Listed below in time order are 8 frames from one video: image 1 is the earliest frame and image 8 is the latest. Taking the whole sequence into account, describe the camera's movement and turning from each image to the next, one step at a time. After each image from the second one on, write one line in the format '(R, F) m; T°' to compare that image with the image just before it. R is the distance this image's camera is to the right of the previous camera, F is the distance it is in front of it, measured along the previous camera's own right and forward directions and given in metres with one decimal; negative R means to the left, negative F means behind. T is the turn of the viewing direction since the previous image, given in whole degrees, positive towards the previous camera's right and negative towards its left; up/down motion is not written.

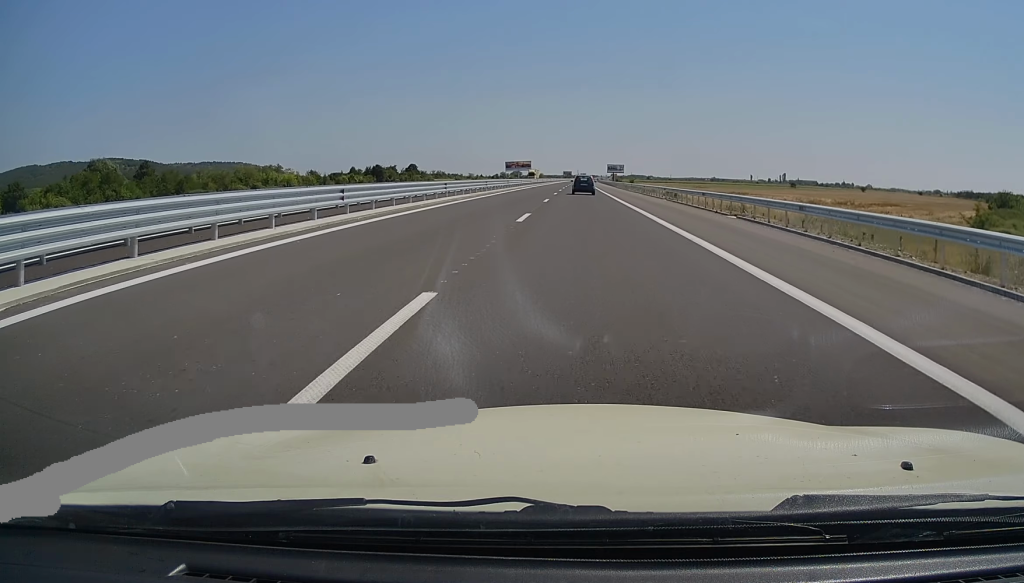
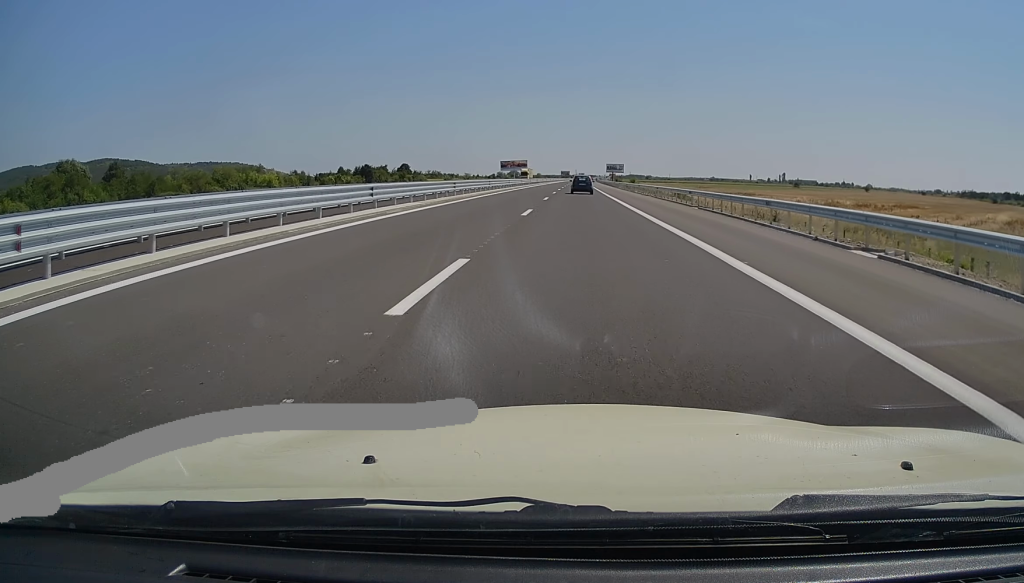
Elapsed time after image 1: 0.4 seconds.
(0.0, +12.6) m; 0°
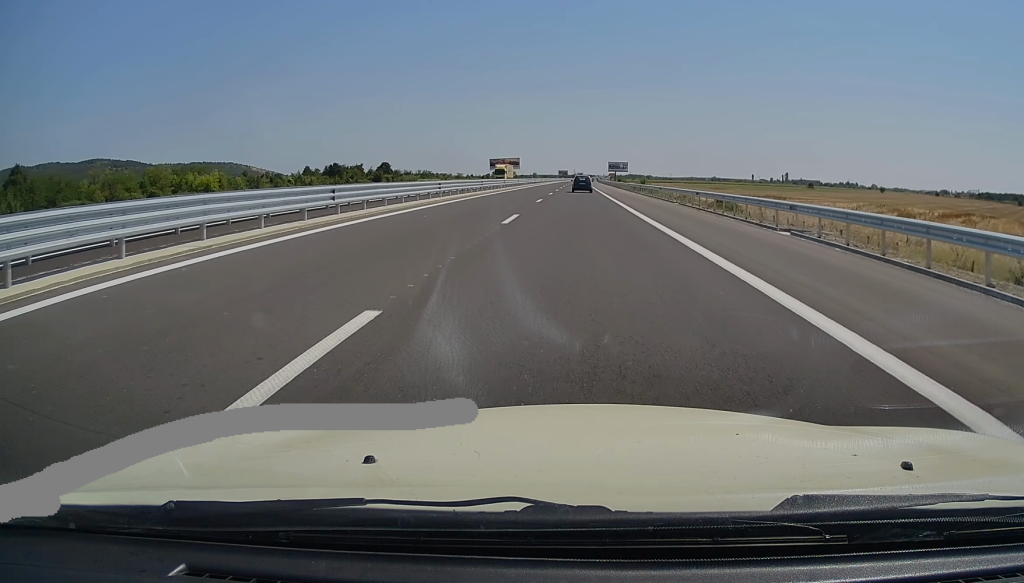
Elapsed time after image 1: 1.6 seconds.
(0.0, +35.1) m; 0°
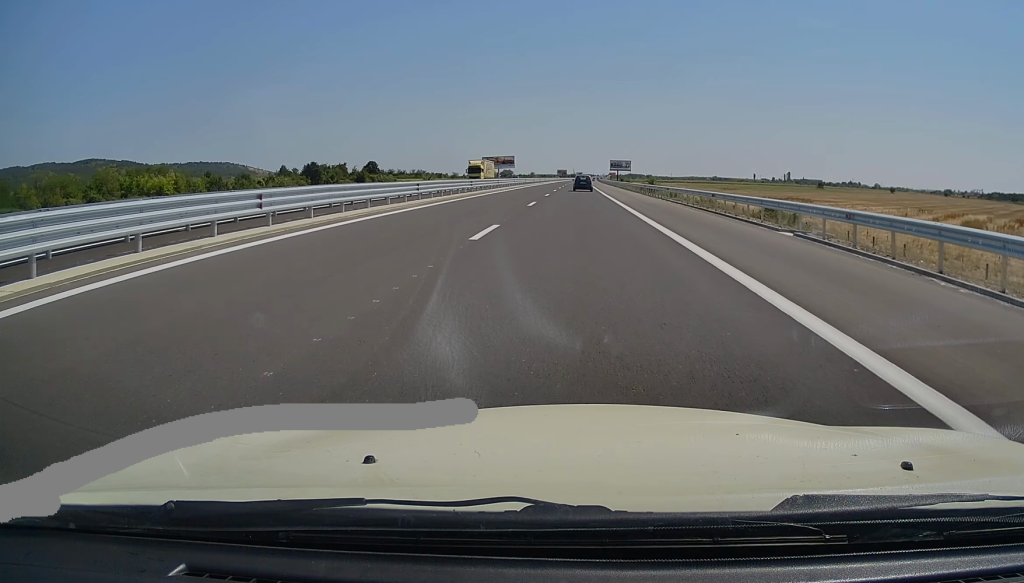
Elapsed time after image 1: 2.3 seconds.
(0.0, +20.6) m; 0°
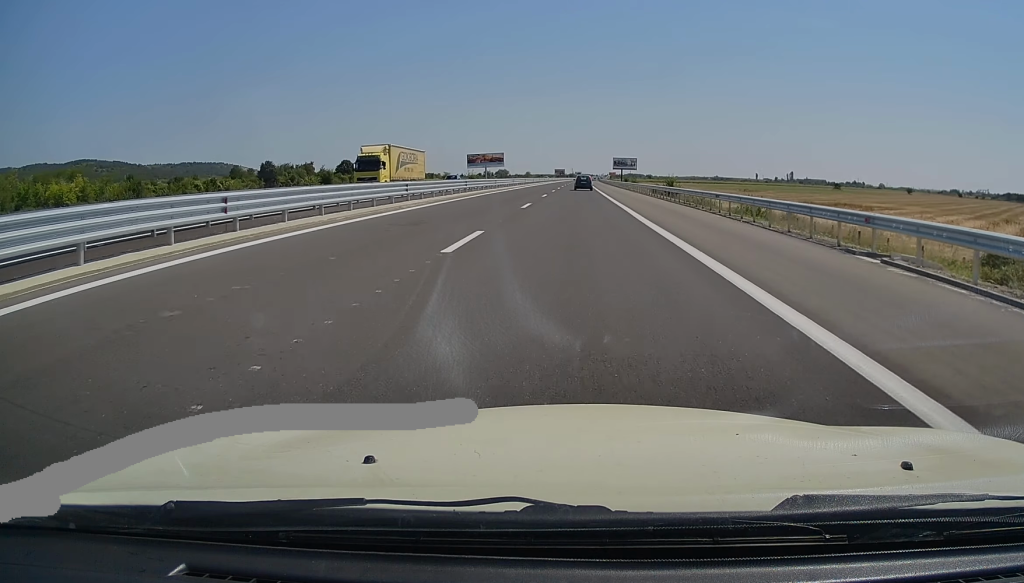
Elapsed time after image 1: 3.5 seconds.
(0.0, +33.5) m; 0°
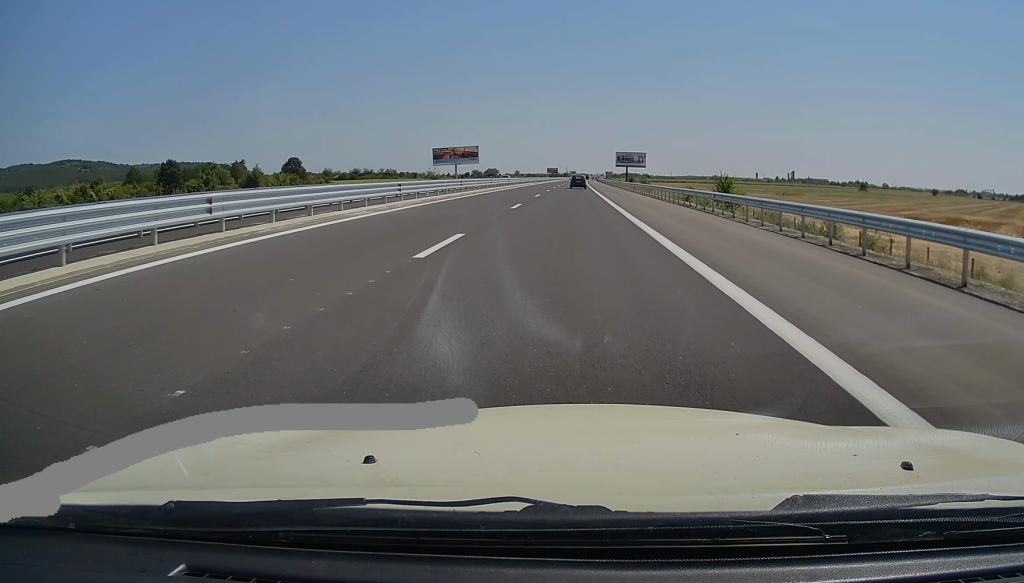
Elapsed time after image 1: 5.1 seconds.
(0.0, +48.0) m; +1°
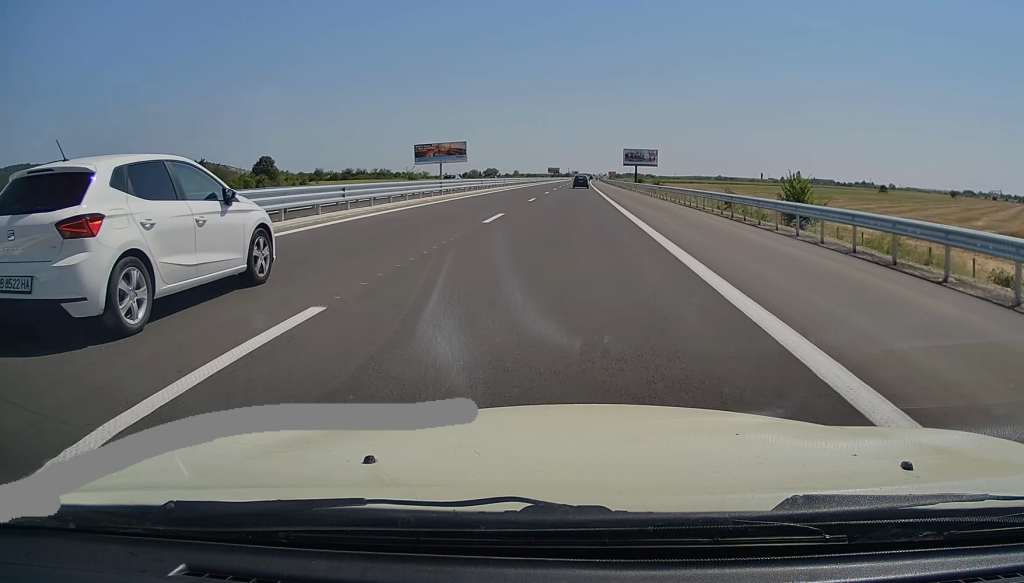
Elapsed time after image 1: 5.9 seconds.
(+0.1, +23.4) m; 0°
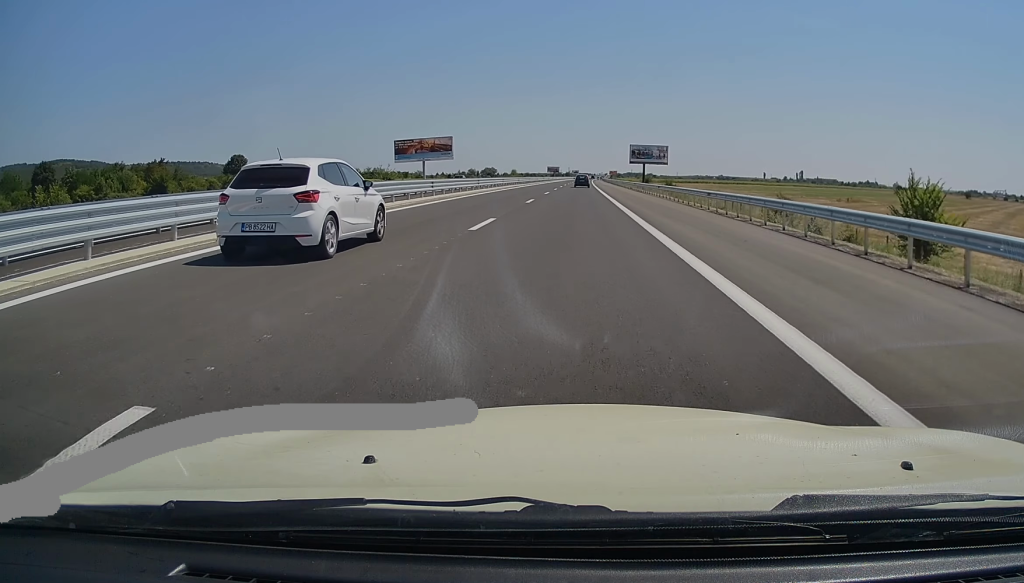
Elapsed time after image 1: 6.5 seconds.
(+0.3, +18.5) m; 0°
